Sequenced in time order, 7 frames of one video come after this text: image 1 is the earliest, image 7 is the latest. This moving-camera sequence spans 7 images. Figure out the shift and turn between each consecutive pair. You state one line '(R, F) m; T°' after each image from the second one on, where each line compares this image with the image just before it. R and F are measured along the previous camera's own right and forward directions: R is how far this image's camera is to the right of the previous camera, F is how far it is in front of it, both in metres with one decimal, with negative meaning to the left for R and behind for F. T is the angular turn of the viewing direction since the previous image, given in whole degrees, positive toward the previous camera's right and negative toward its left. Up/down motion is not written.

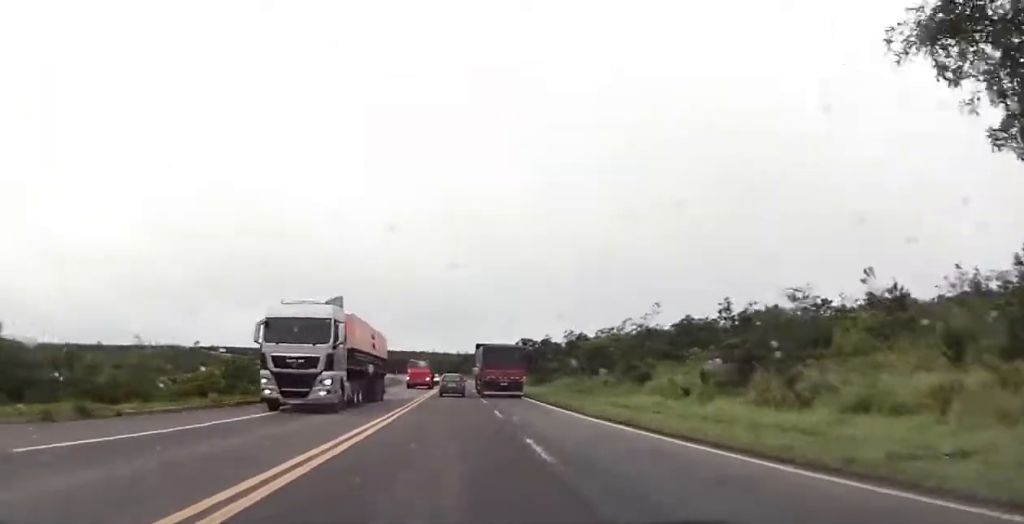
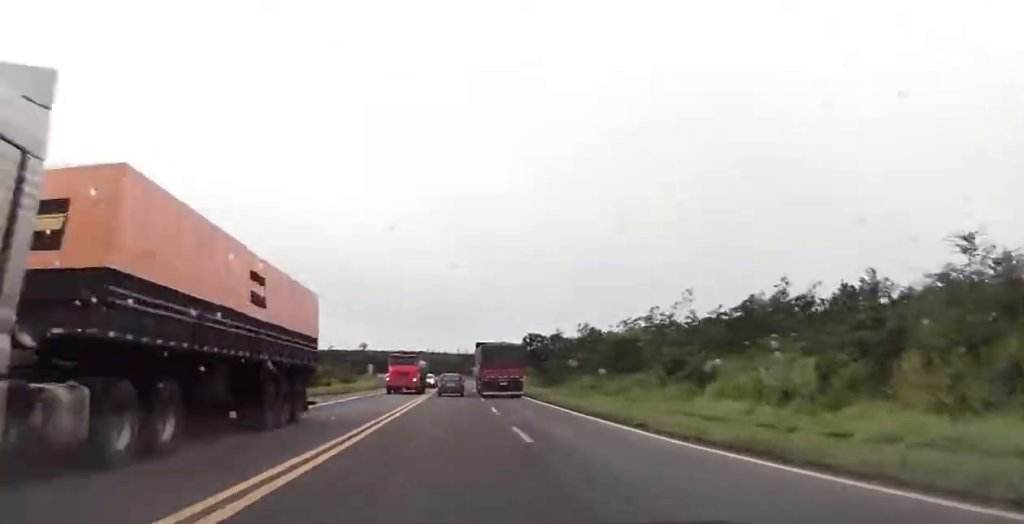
(0.0, +8.6) m; 0°
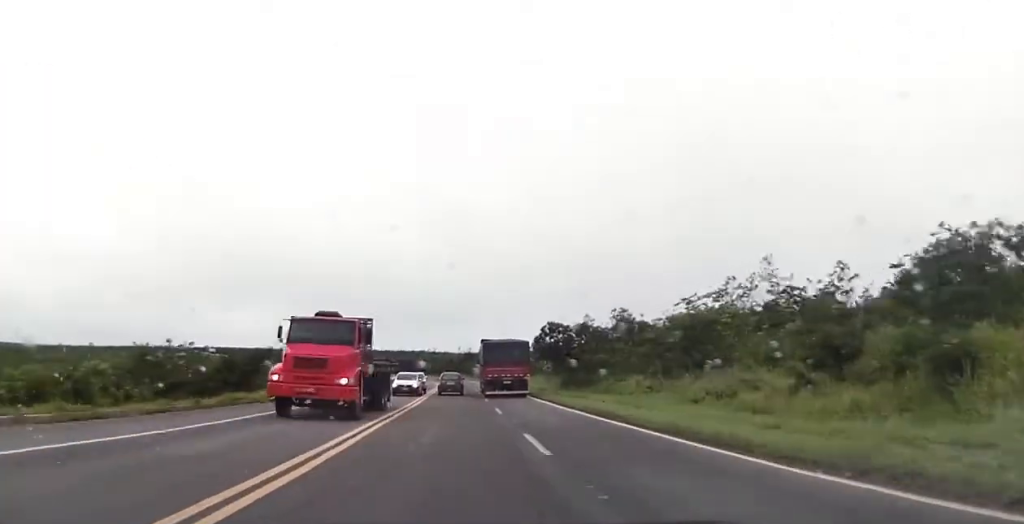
(-0.2, +14.0) m; -1°
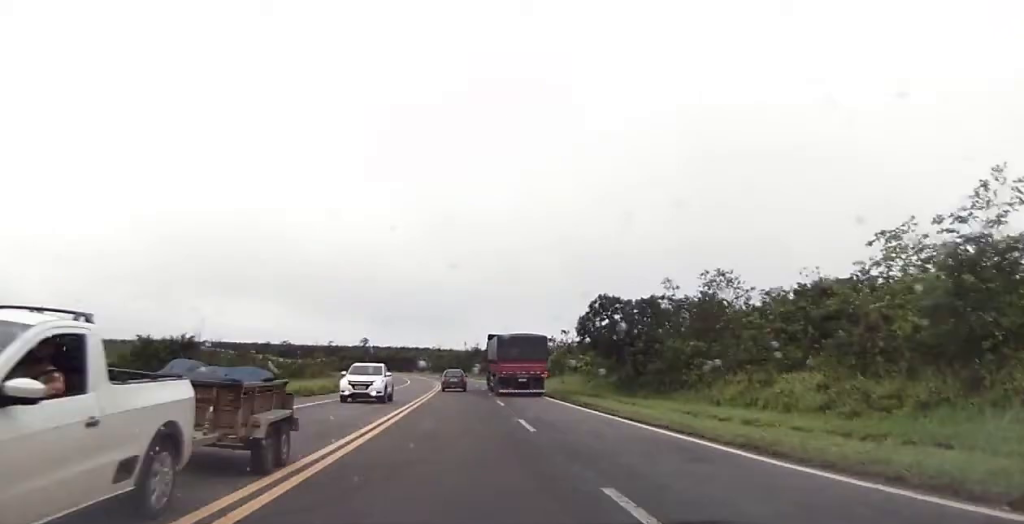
(0.0, +18.9) m; 0°
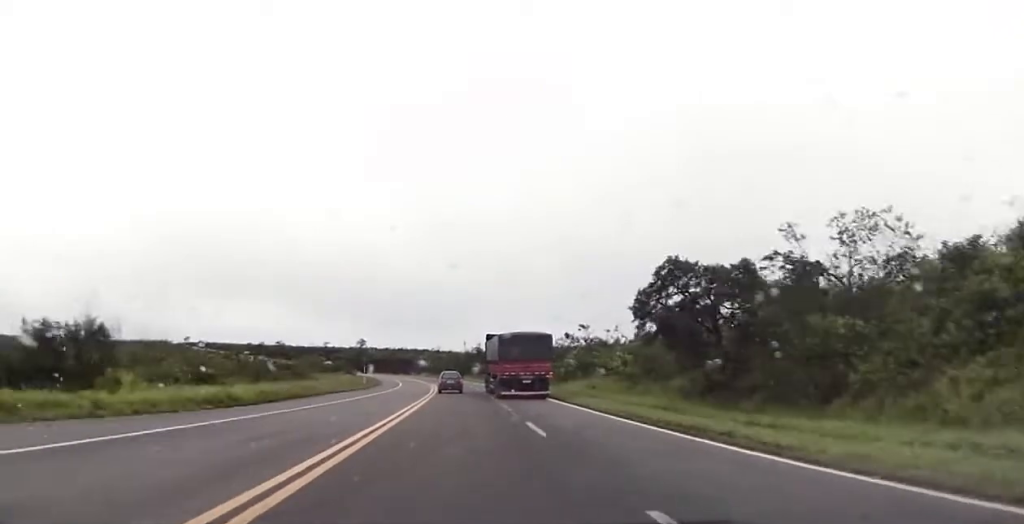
(0.0, +13.0) m; 0°
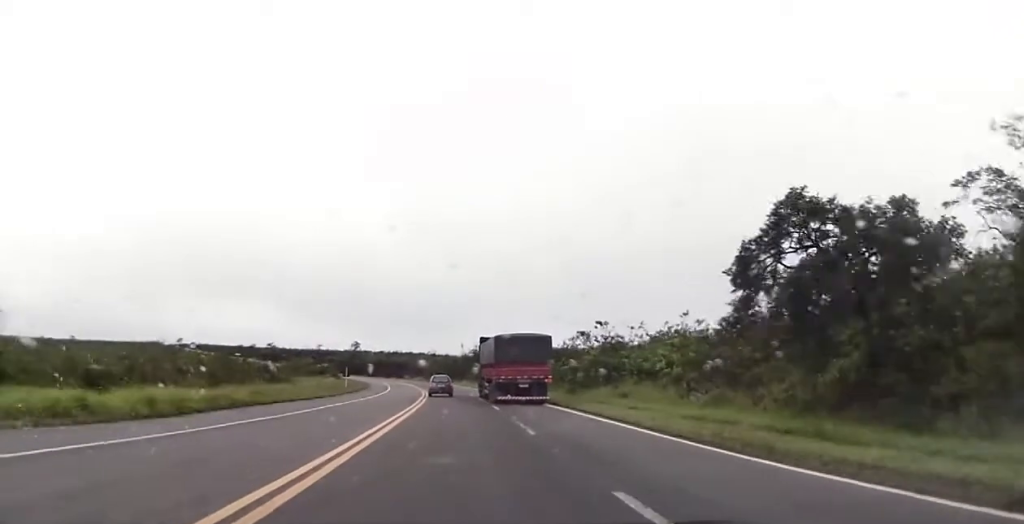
(0.0, +10.3) m; 0°
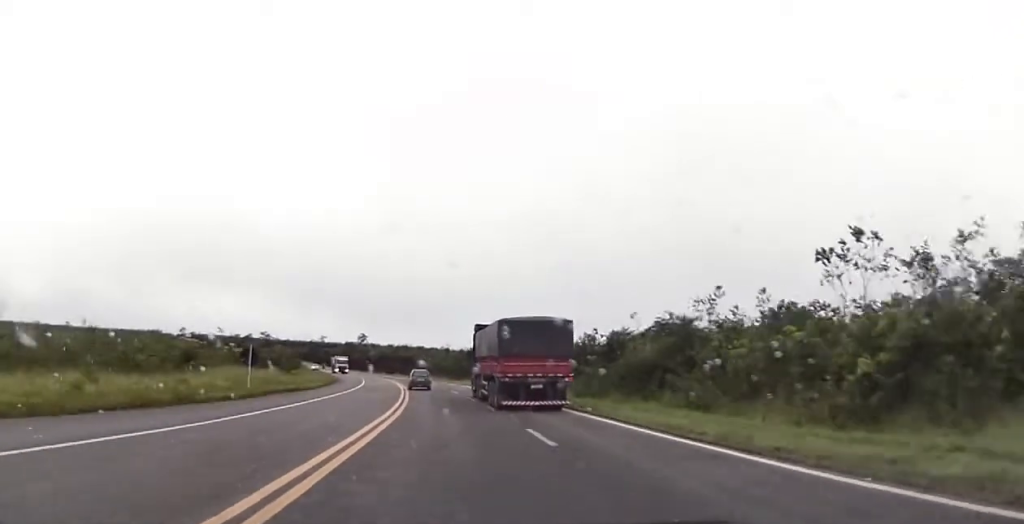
(+0.1, +37.5) m; -1°
